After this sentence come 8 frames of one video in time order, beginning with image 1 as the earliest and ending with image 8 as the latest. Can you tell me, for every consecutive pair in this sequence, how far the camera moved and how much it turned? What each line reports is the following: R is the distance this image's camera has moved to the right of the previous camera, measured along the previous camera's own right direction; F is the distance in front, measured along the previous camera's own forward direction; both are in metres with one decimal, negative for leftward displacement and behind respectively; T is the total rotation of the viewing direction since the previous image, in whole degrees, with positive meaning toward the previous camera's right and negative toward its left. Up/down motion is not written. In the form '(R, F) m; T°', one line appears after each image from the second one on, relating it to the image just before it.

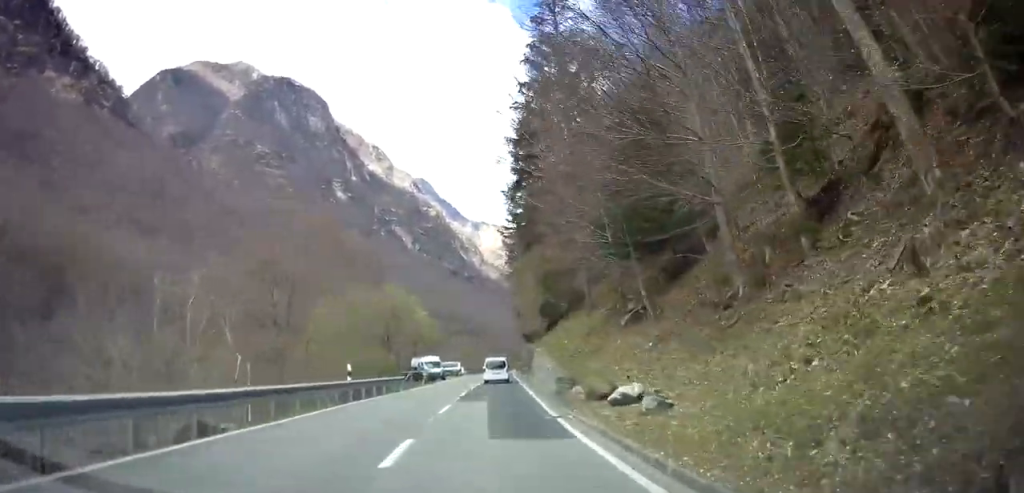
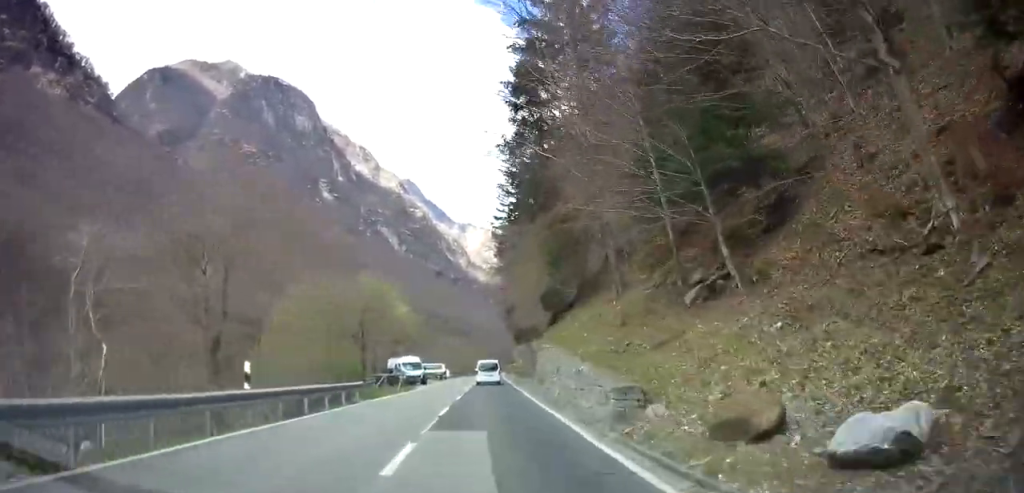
(+0.2, +8.7) m; +1°
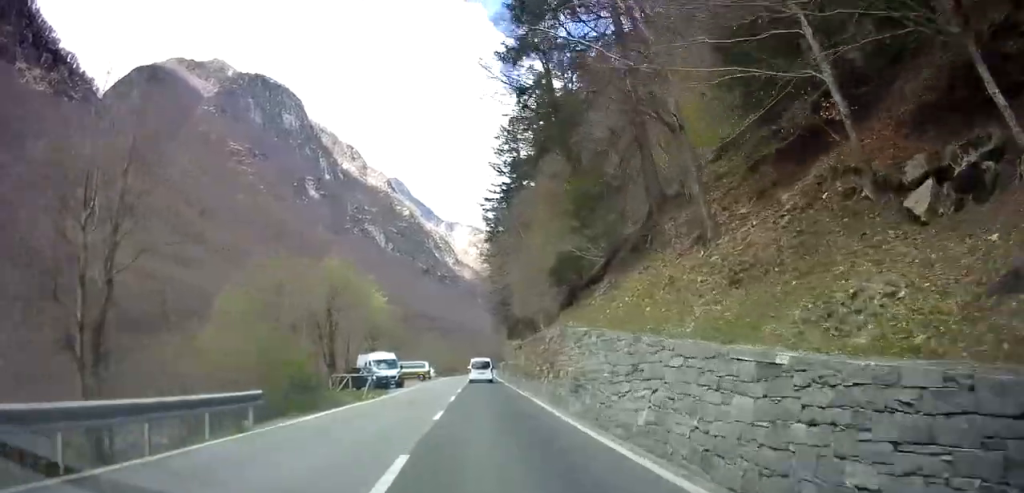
(+0.1, +10.3) m; +1°
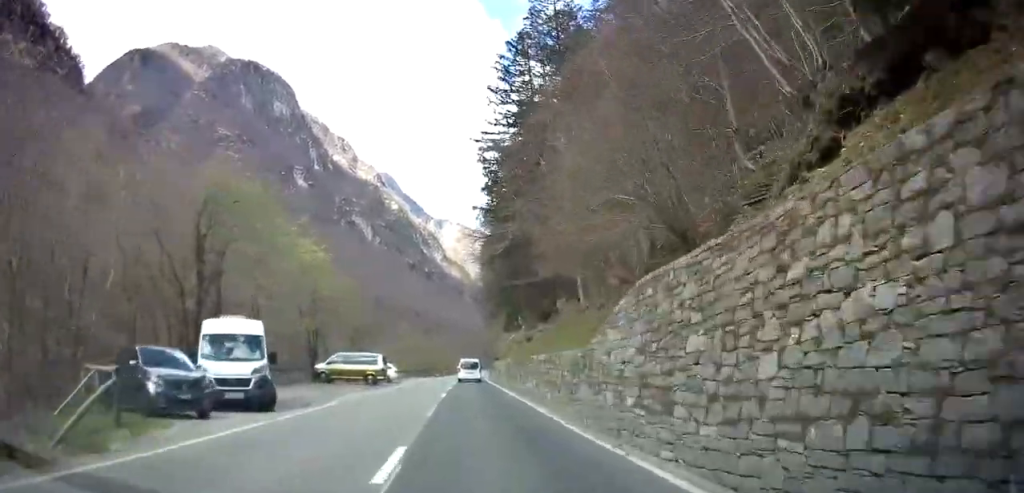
(+1.2, +25.0) m; +4°
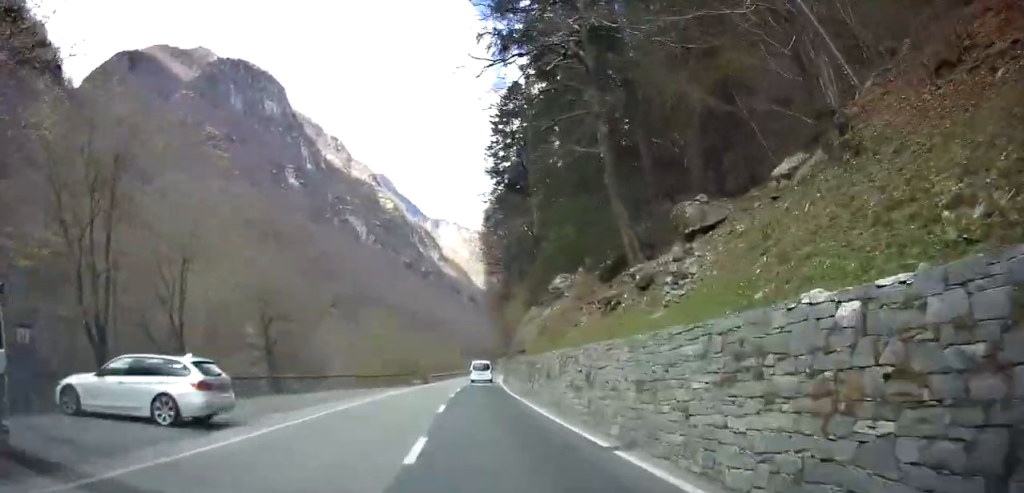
(-0.5, +33.6) m; -1°
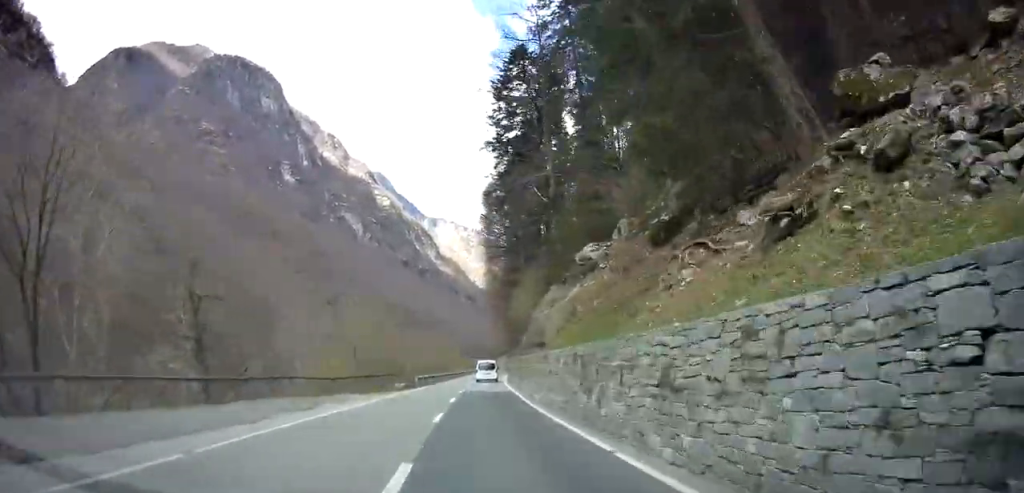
(+0.1, +12.0) m; +1°
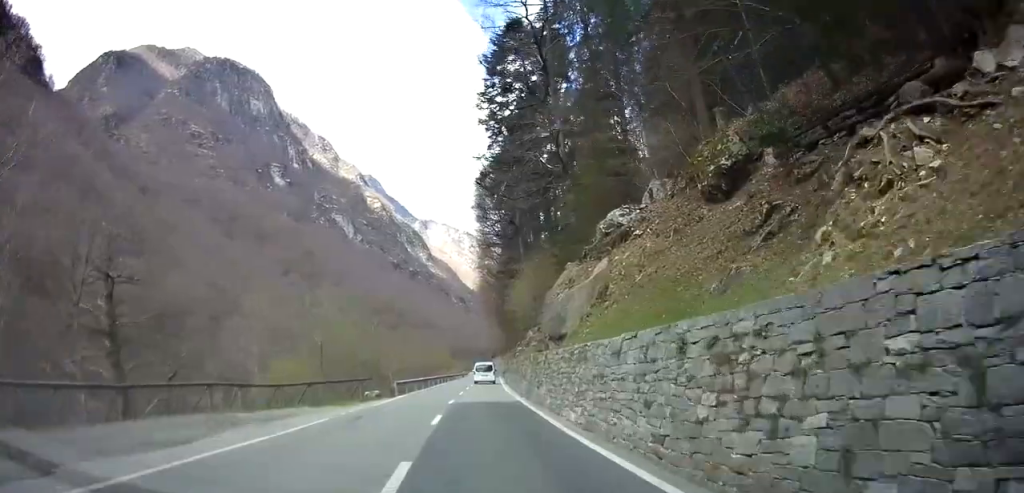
(0.0, +7.7) m; +1°
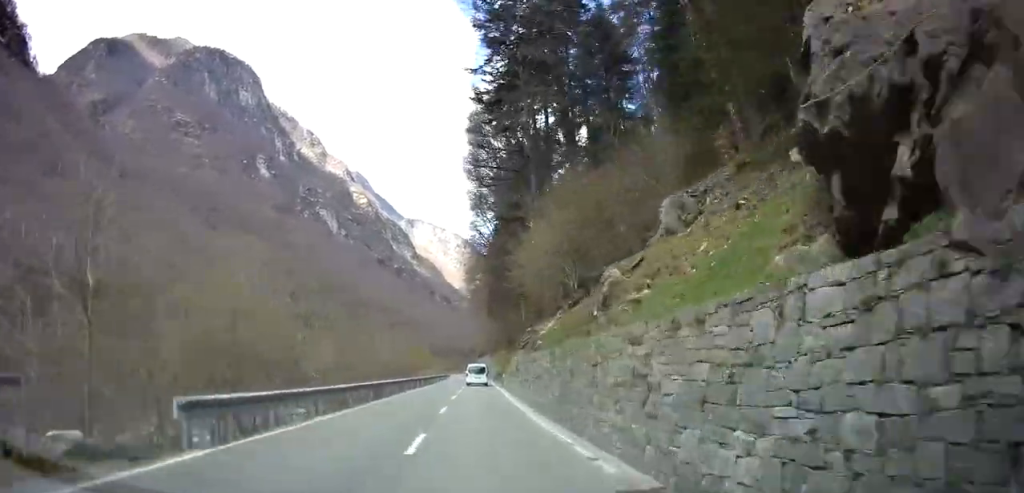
(+0.2, +22.7) m; 0°
